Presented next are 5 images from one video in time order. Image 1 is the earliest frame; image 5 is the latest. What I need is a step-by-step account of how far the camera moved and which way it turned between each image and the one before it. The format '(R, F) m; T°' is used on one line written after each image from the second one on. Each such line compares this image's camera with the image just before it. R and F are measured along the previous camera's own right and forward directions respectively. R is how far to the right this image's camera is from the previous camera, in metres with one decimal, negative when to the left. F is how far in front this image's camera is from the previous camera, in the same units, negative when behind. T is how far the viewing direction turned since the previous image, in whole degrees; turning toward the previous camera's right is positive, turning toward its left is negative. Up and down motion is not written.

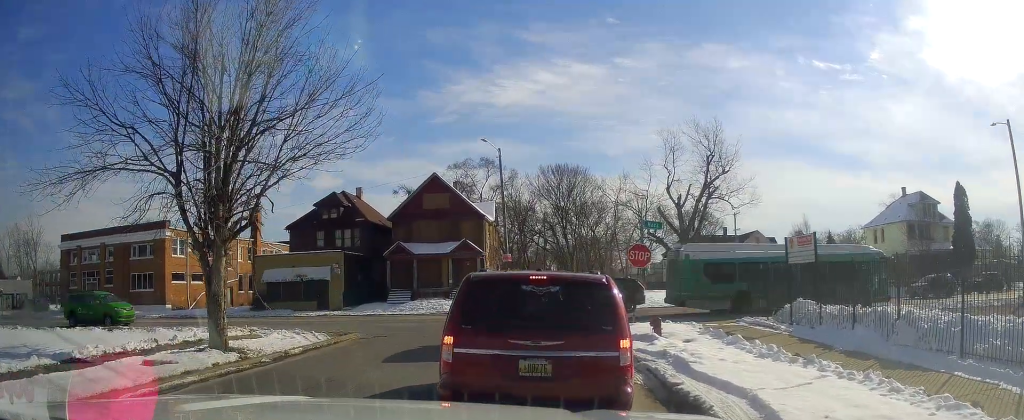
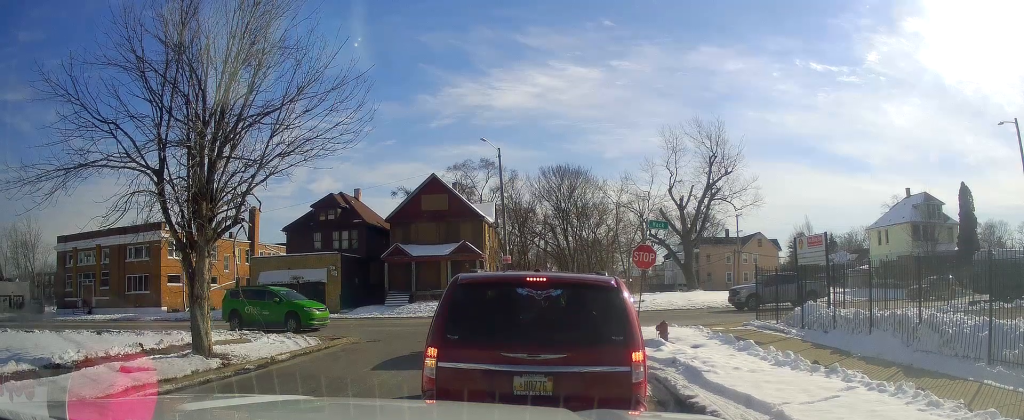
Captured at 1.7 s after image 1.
(+0.2, +2.3) m; 0°
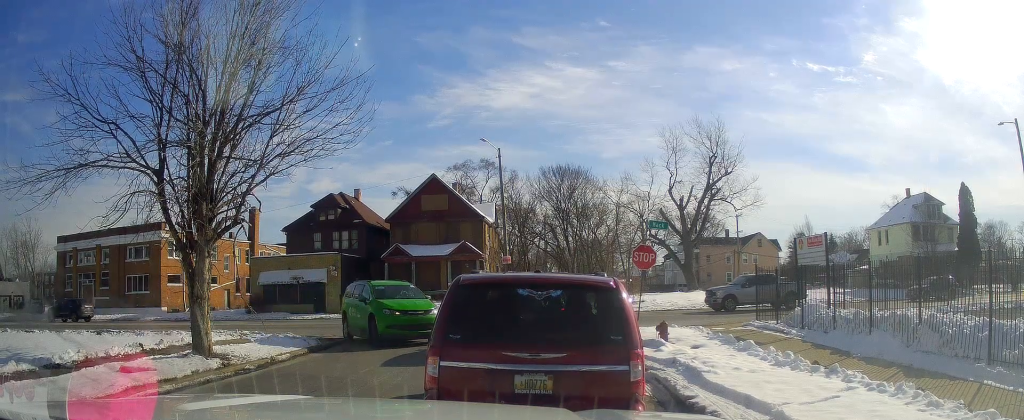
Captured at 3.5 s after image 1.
(0.0, 0.0) m; 0°
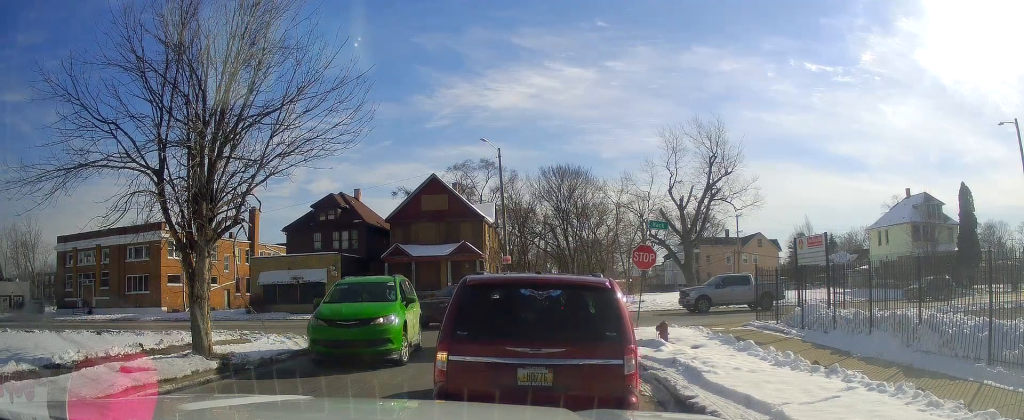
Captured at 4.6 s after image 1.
(0.0, 0.0) m; 0°
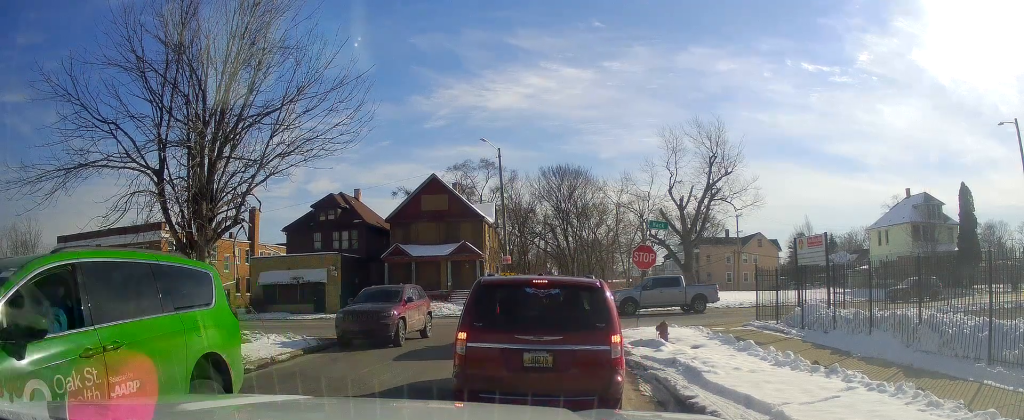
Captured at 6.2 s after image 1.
(0.0, 0.0) m; 0°
